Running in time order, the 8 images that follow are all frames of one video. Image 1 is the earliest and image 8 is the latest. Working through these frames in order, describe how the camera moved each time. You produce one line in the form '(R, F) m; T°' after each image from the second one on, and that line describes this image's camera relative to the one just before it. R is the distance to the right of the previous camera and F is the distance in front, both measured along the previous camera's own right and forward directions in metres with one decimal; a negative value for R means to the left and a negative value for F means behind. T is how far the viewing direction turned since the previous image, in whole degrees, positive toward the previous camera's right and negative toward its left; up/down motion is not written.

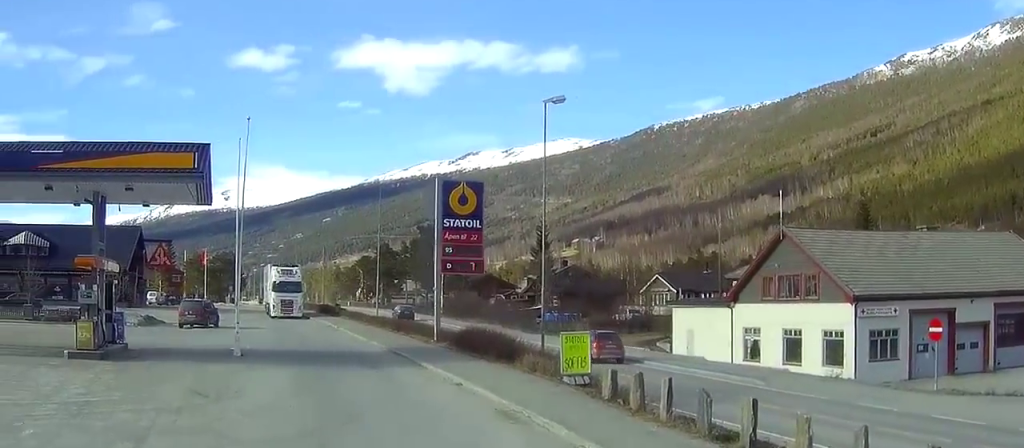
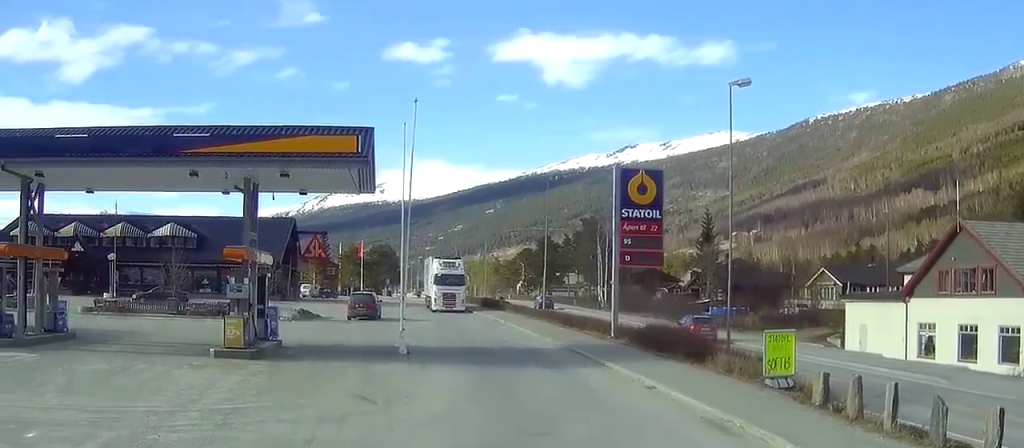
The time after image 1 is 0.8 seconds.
(-0.1, +2.0) m; -10°
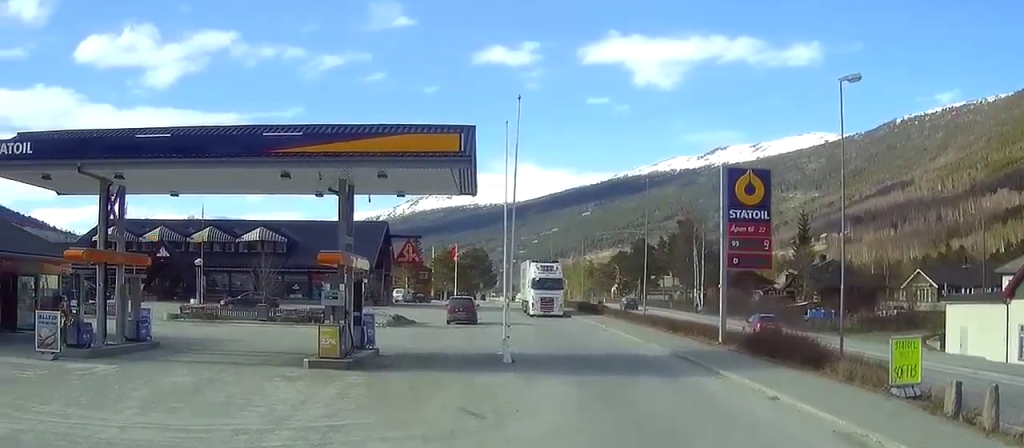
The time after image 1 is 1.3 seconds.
(-0.1, +1.3) m; -5°
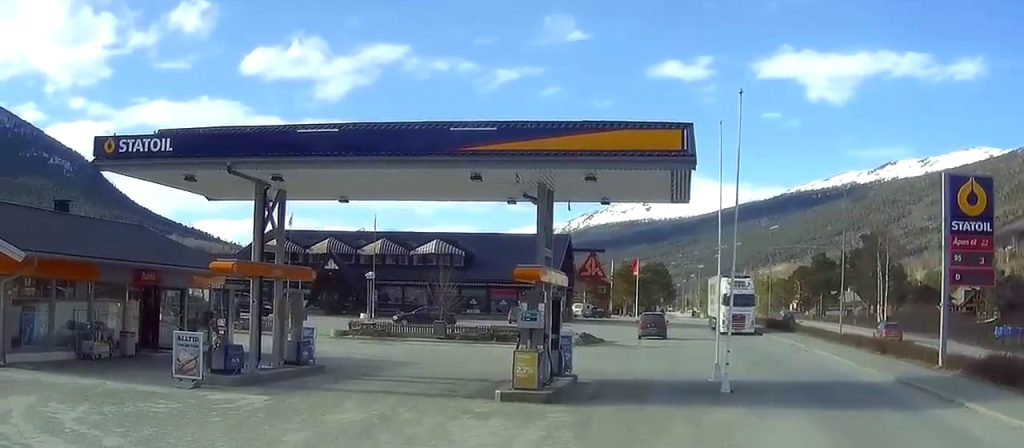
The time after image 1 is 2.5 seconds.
(-0.5, +4.2) m; -5°
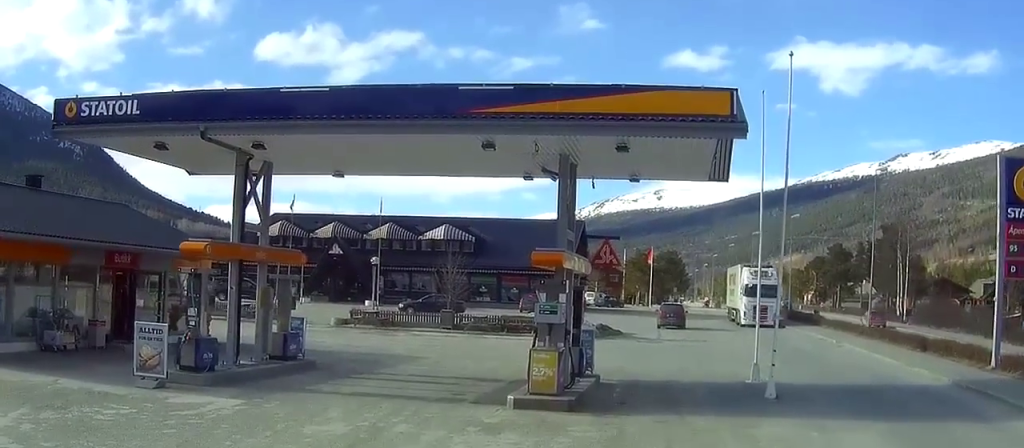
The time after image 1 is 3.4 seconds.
(+0.1, +4.1) m; +5°
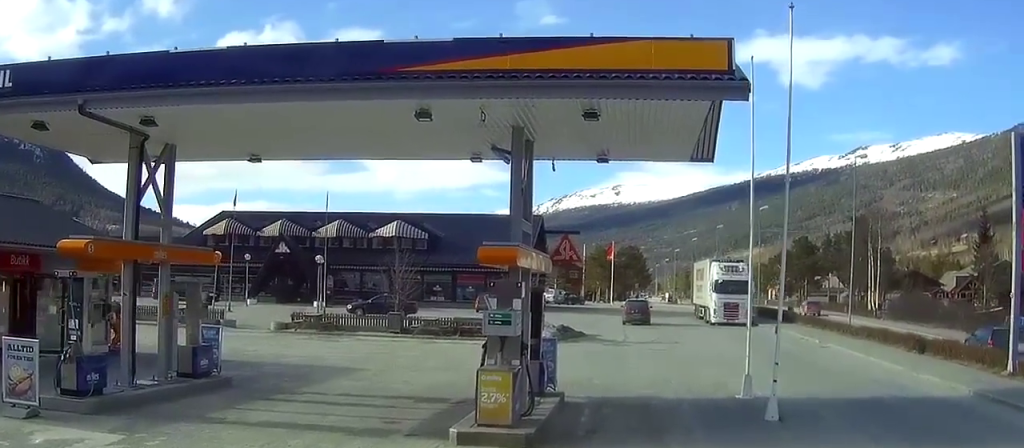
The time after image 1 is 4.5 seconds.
(+0.3, +5.3) m; +2°
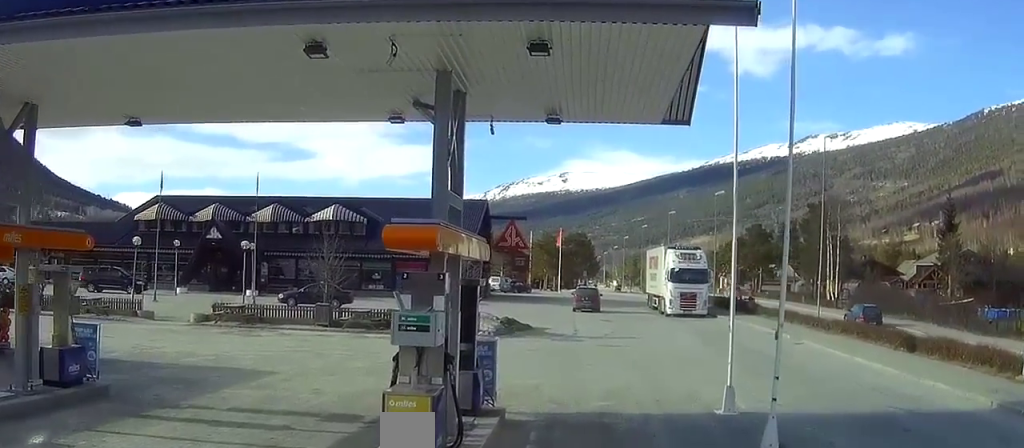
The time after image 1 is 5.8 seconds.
(-0.1, +5.7) m; -3°
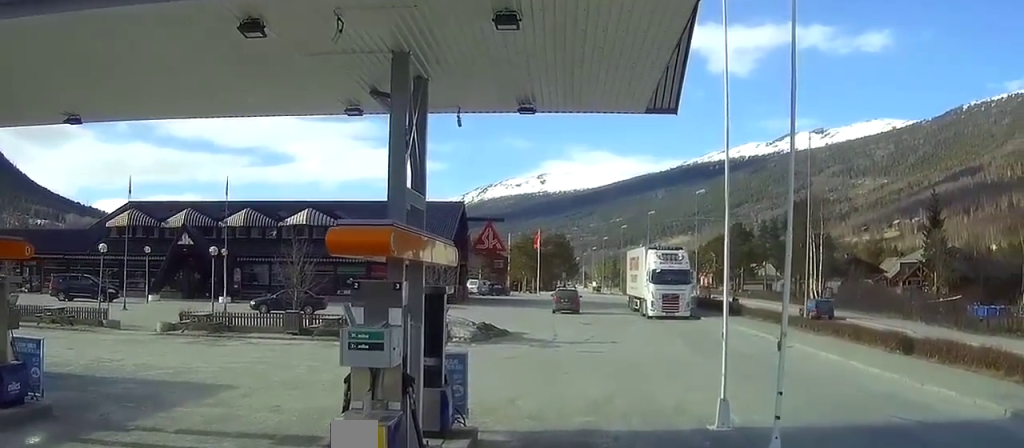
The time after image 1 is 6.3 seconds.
(0.0, +2.2) m; -1°
